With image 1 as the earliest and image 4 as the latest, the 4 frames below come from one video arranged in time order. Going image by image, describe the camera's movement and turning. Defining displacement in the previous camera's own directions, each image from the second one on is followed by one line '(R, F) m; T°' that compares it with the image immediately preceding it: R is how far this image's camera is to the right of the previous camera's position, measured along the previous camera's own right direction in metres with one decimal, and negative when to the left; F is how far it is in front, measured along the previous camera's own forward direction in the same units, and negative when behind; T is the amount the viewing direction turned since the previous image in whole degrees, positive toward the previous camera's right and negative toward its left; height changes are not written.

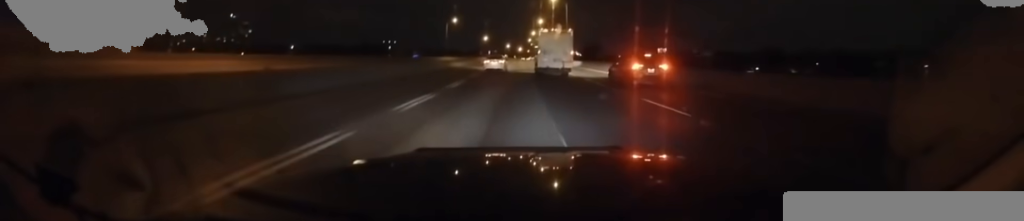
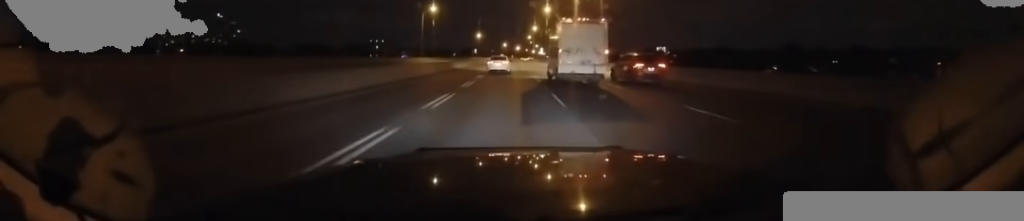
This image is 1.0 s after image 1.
(-0.1, +28.8) m; 0°
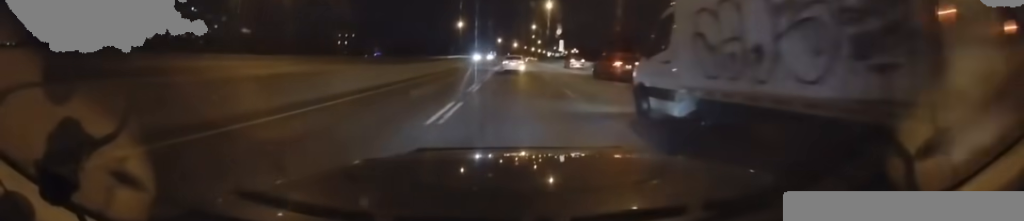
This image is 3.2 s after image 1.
(+0.8, +61.9) m; +2°
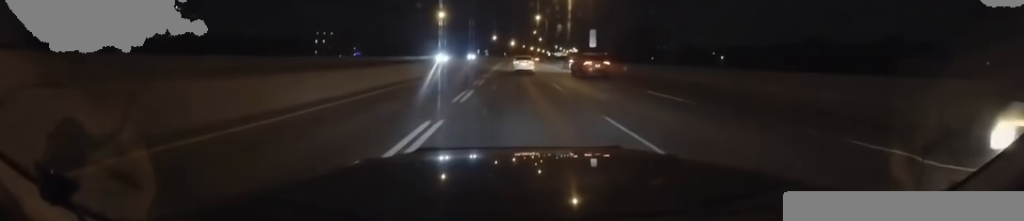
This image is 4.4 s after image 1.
(0.0, +32.7) m; 0°
